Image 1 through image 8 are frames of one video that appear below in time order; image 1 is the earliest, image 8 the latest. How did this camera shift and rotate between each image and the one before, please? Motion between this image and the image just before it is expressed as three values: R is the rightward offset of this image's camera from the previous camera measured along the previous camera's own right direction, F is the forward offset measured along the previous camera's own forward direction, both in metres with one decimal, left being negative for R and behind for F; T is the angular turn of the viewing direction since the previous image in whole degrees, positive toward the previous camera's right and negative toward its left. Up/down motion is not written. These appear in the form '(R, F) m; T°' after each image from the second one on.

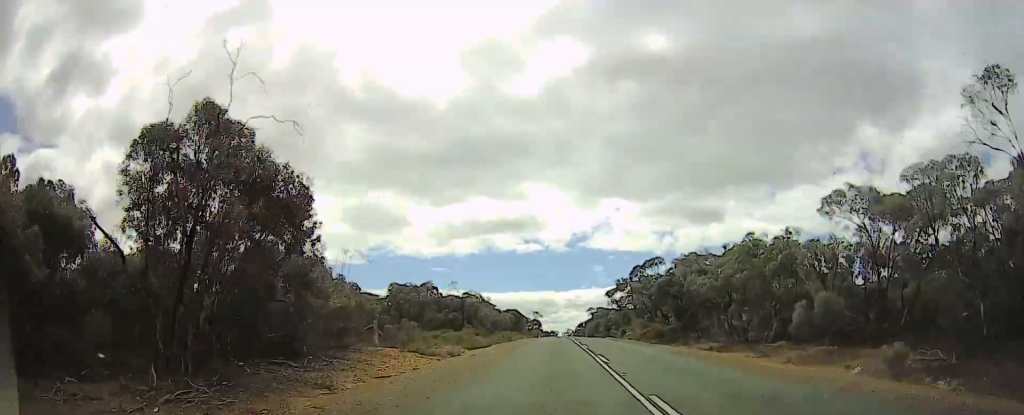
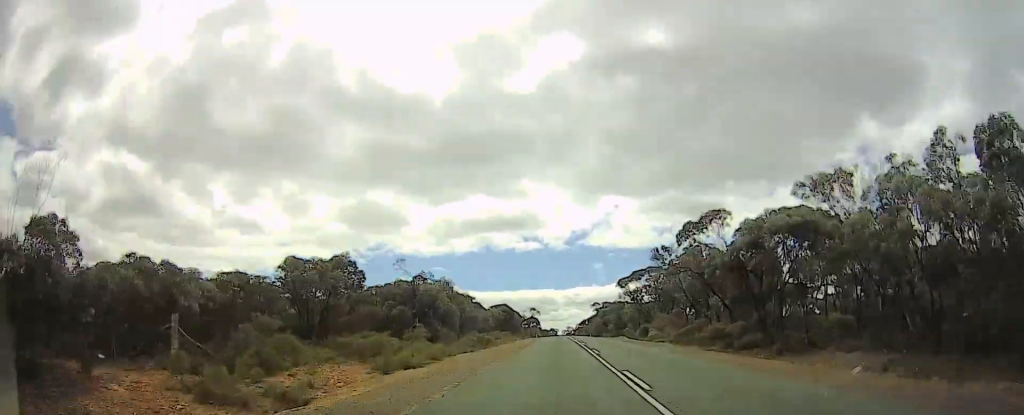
(+0.3, +21.4) m; 0°
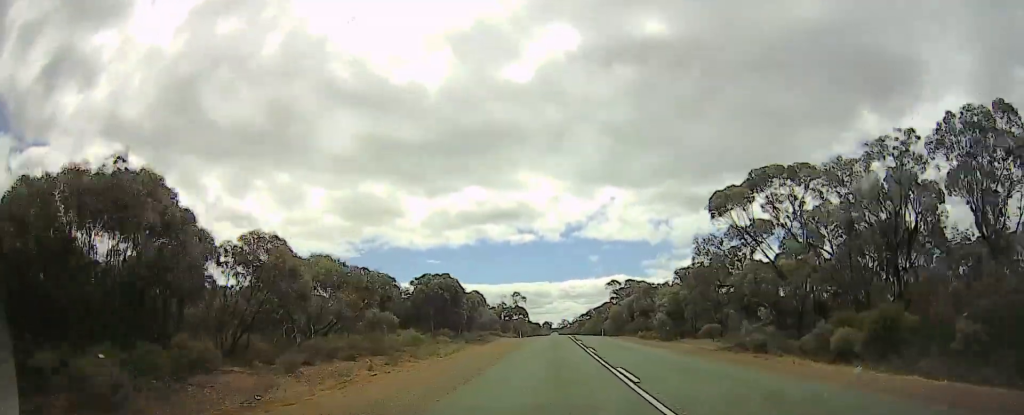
(-0.2, +45.8) m; 0°
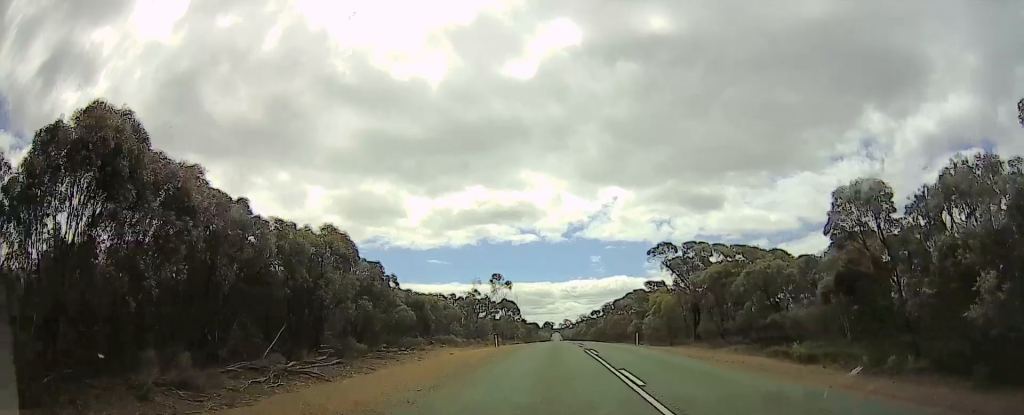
(+0.4, +31.5) m; 0°
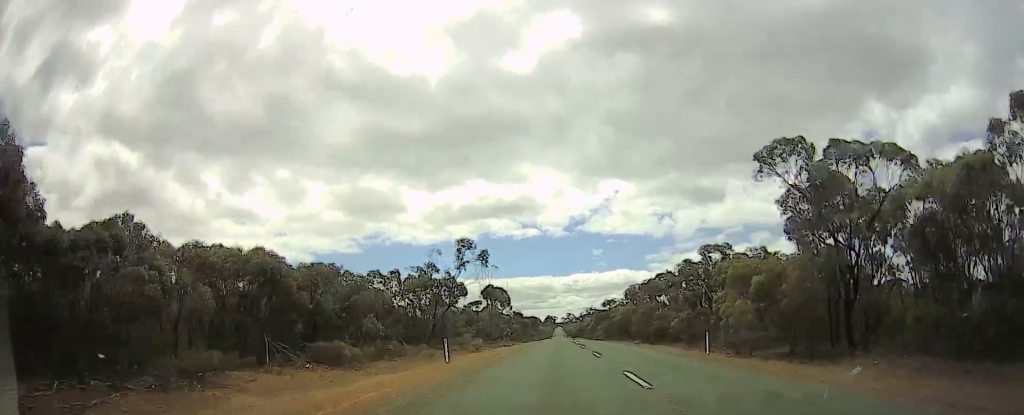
(-0.2, +21.5) m; -1°
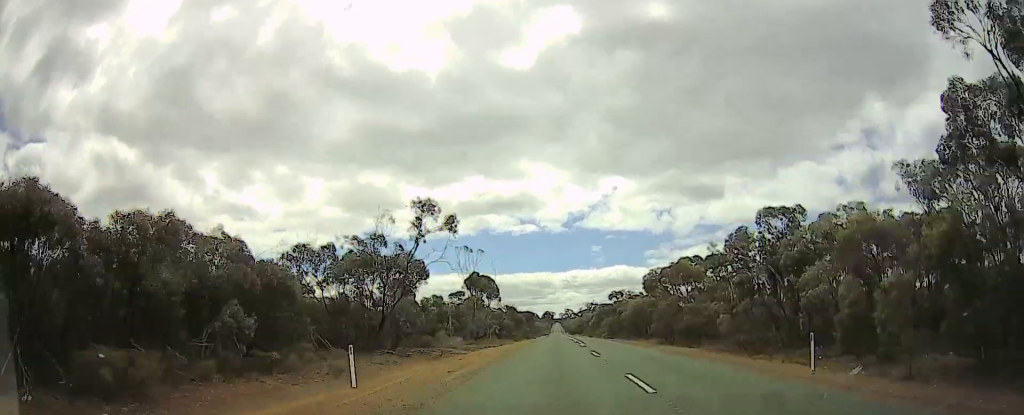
(-0.2, +11.4) m; -1°
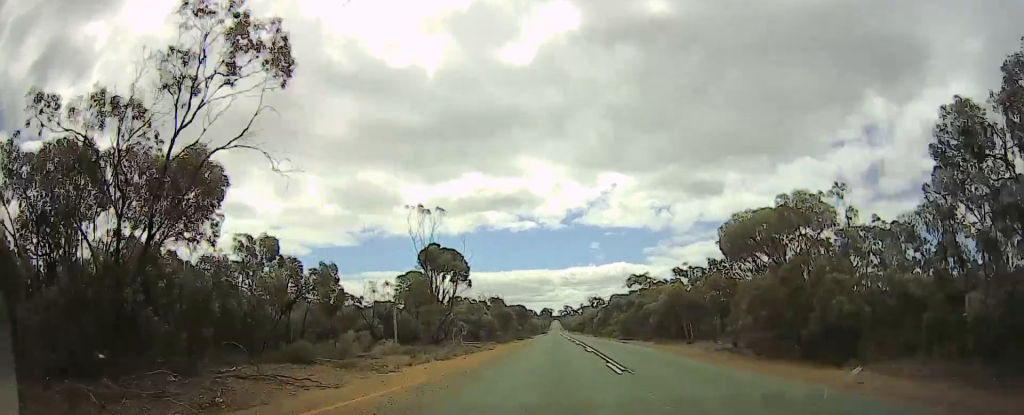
(0.0, +19.0) m; +1°
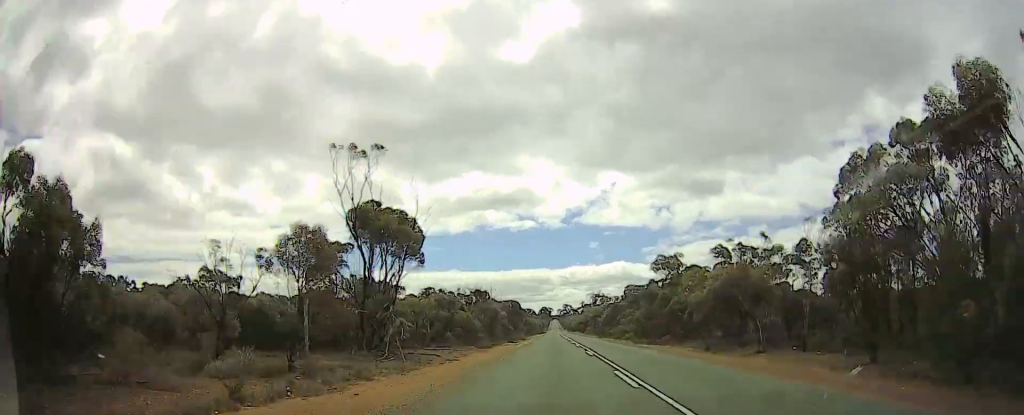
(-0.1, +13.7) m; +1°
